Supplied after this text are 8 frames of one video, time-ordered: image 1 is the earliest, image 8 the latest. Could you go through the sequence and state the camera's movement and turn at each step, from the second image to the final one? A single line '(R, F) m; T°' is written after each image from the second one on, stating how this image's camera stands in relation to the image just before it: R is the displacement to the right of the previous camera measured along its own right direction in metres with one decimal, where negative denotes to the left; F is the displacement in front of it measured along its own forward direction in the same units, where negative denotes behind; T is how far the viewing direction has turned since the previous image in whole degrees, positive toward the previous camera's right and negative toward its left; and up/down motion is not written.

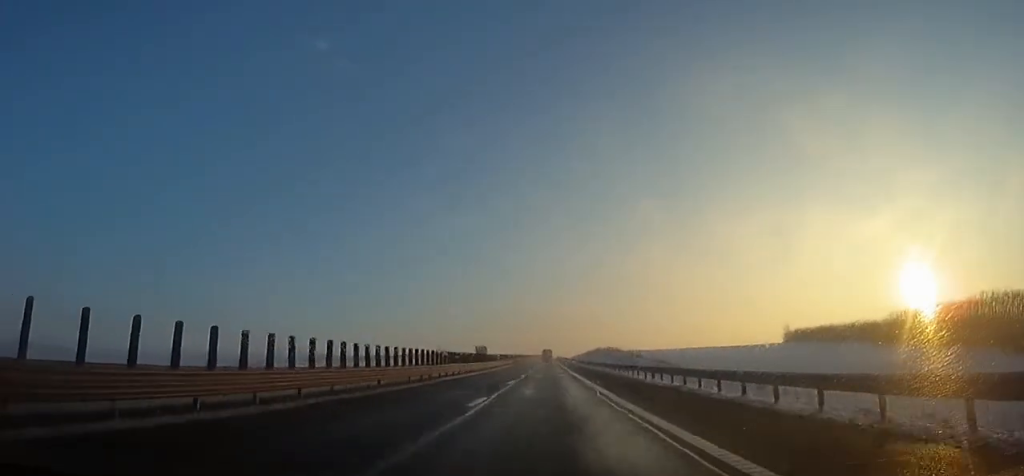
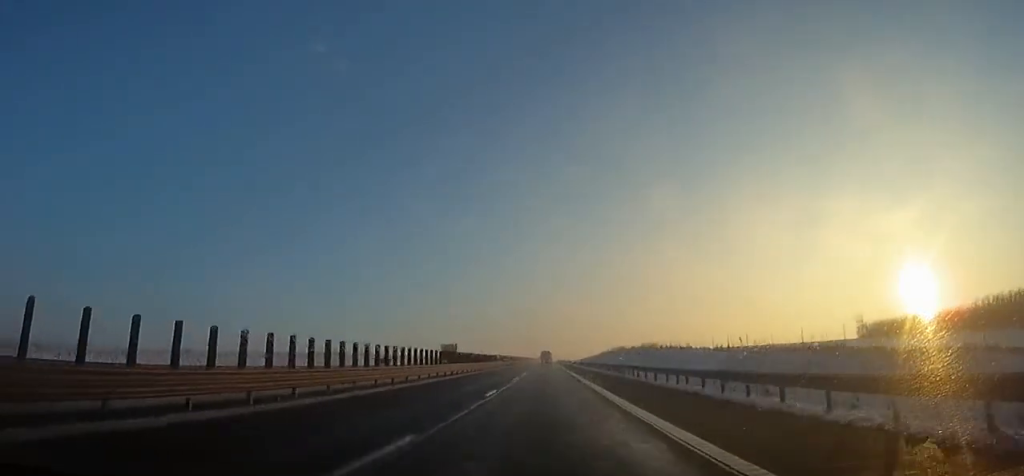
(+0.5, +56.9) m; +1°
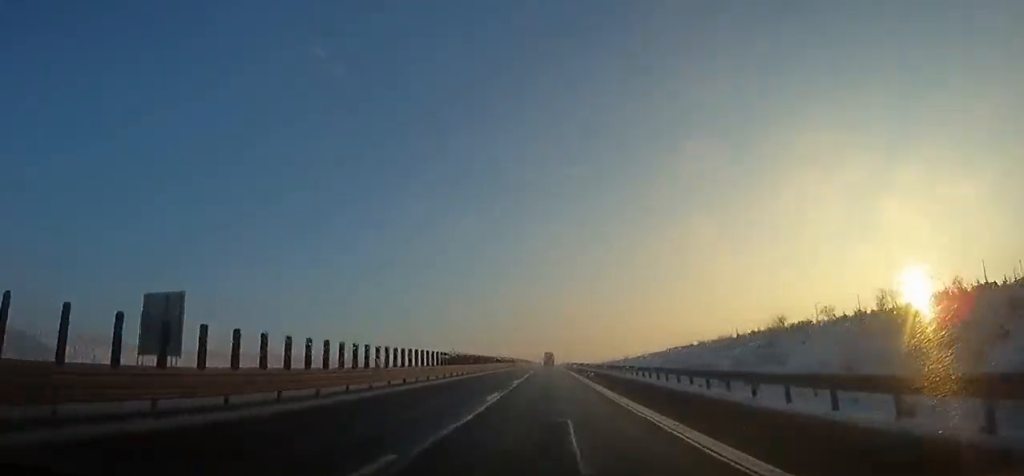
(+0.2, +98.4) m; 0°
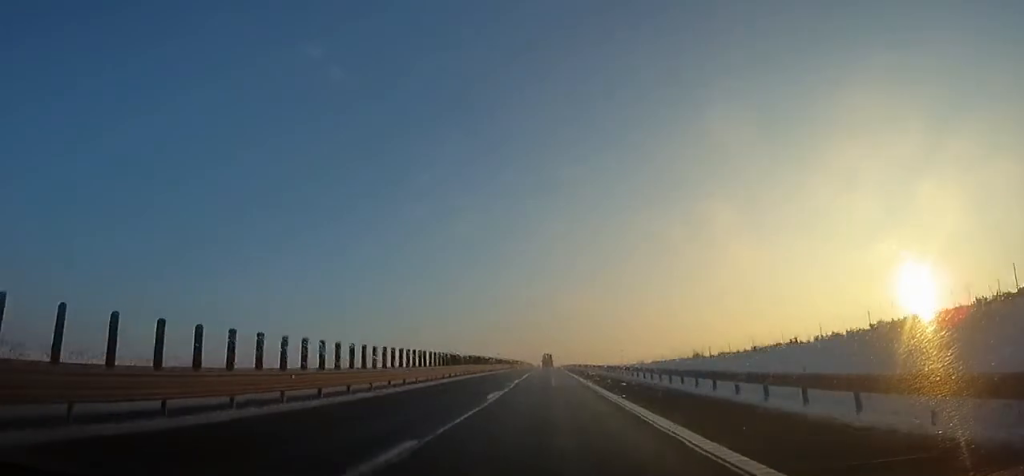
(0.0, +46.9) m; 0°
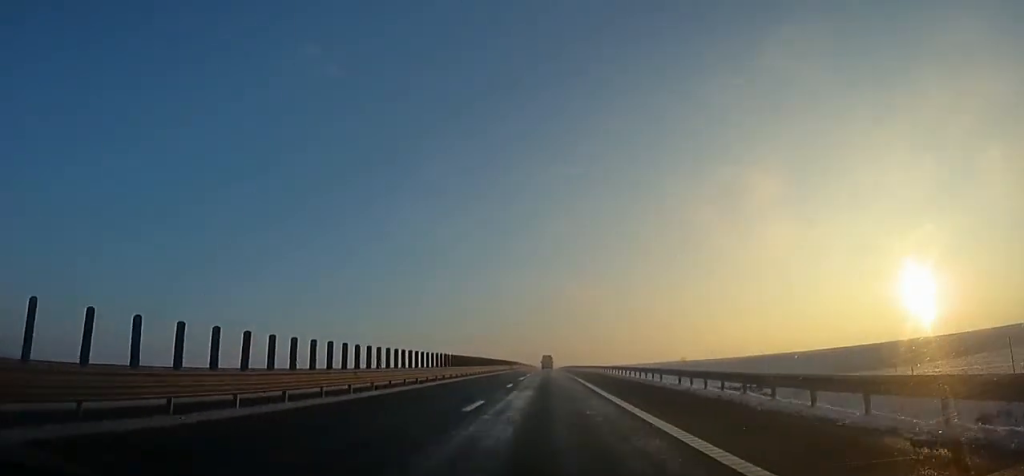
(0.0, +76.2) m; -1°
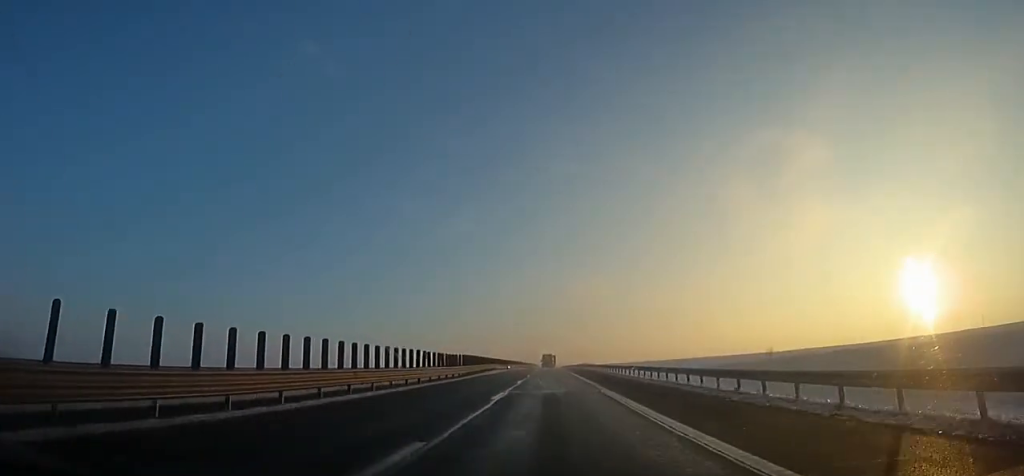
(-1.0, +68.2) m; 0°
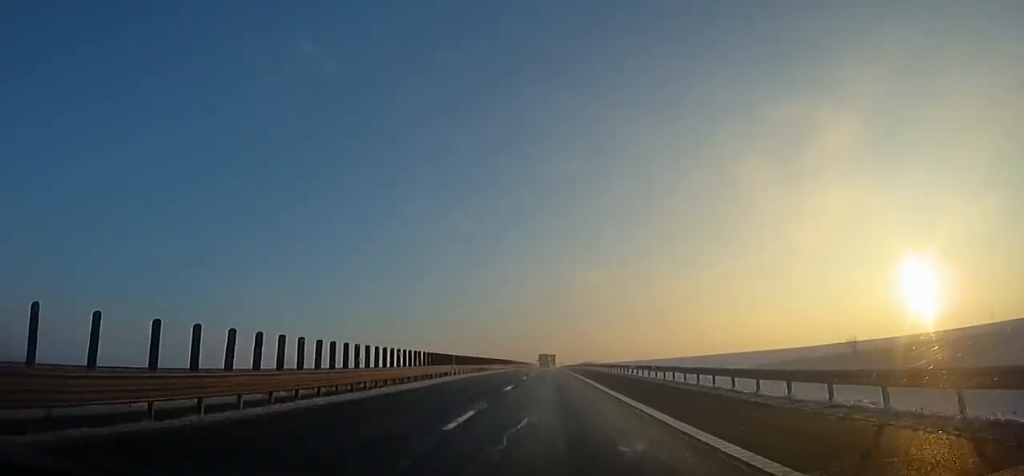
(+0.4, +31.7) m; +1°
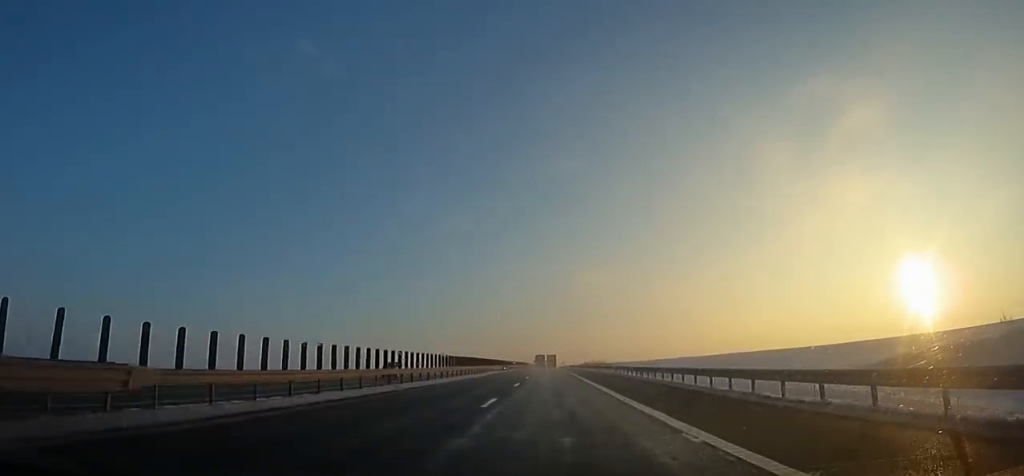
(+0.2, +31.6) m; 0°
